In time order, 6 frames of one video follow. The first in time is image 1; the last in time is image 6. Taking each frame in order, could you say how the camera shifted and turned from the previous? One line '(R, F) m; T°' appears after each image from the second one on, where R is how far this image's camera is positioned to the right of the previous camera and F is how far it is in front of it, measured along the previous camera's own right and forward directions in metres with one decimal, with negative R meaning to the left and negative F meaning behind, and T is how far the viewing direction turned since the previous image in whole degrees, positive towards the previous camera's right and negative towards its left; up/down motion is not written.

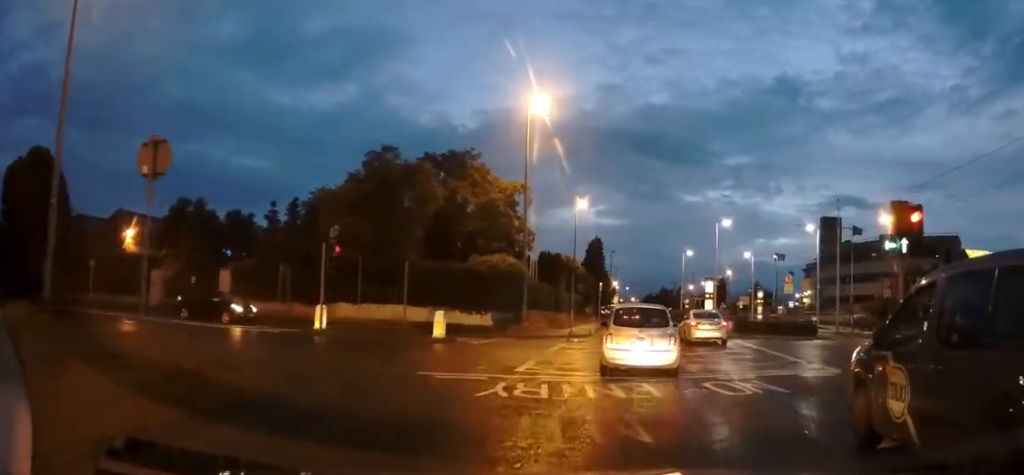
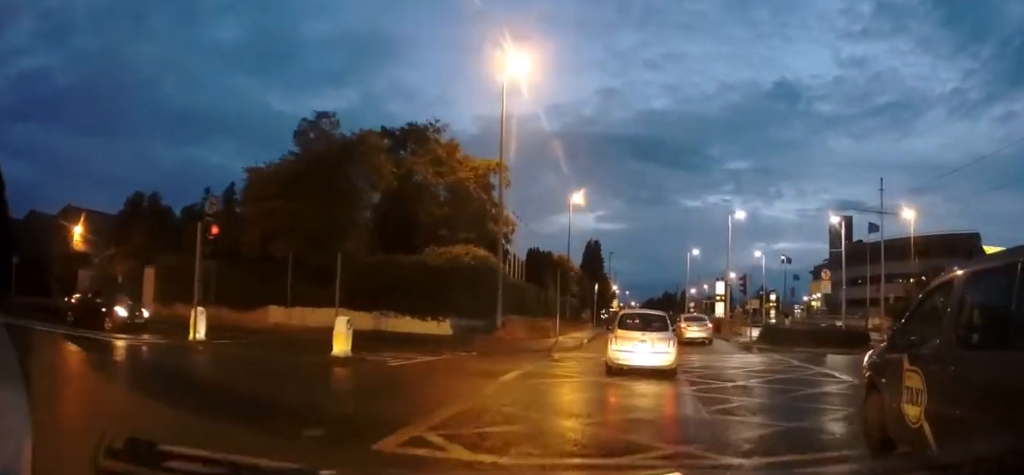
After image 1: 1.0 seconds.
(-0.2, +7.2) m; -3°
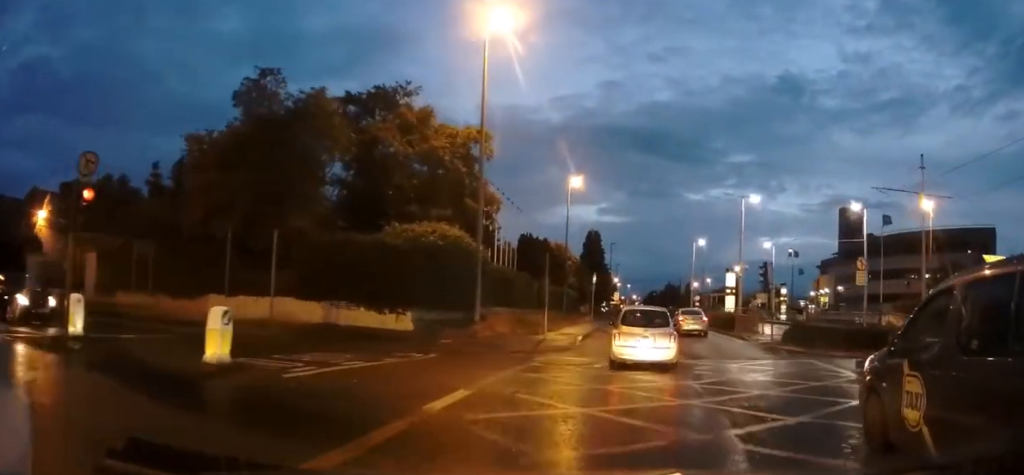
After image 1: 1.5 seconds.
(0.0, +4.6) m; -2°
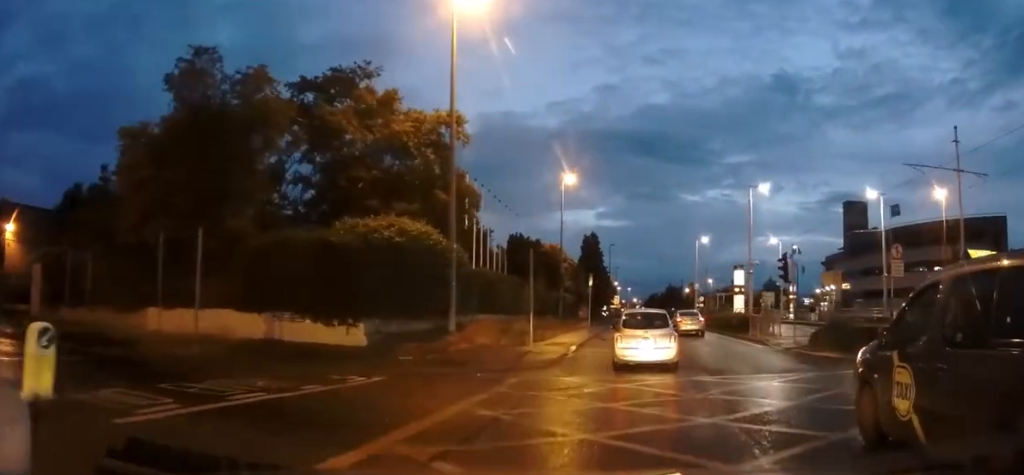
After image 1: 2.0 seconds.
(-0.2, +3.9) m; +1°
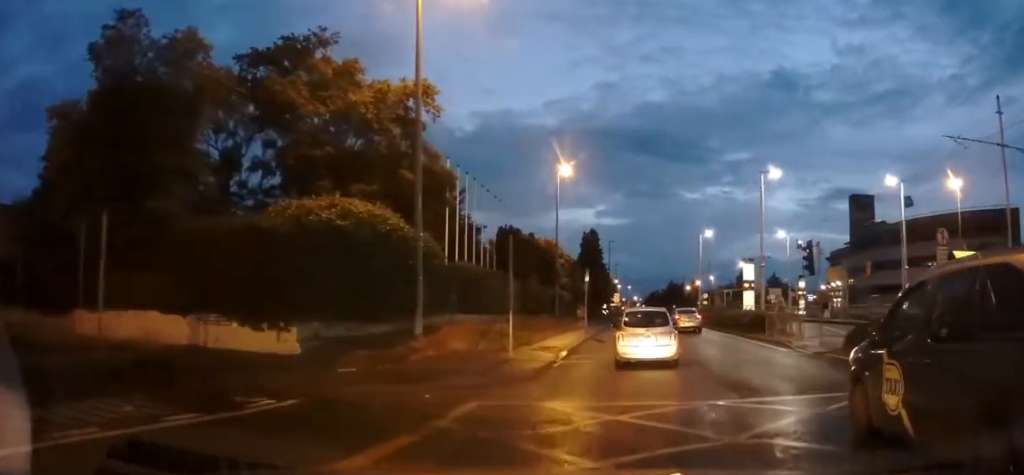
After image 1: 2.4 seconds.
(-0.2, +3.6) m; +1°
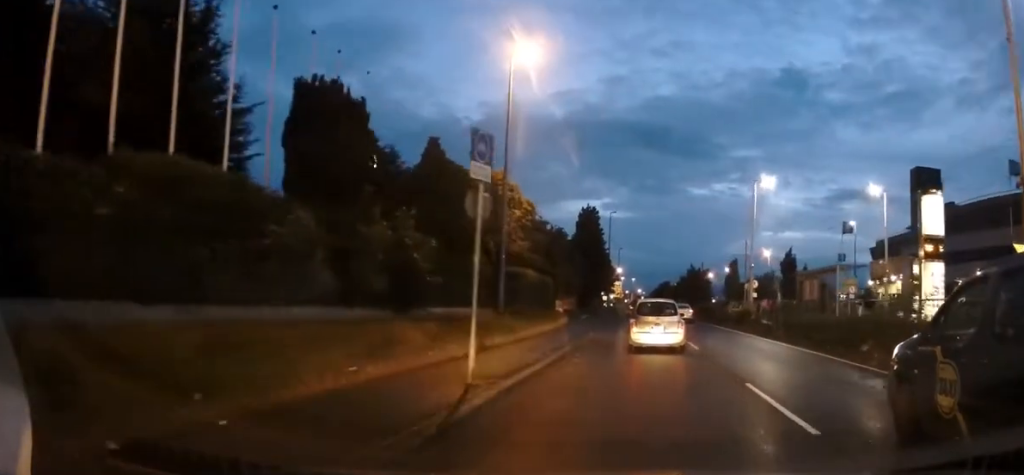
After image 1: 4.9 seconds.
(+0.6, +26.0) m; 0°
